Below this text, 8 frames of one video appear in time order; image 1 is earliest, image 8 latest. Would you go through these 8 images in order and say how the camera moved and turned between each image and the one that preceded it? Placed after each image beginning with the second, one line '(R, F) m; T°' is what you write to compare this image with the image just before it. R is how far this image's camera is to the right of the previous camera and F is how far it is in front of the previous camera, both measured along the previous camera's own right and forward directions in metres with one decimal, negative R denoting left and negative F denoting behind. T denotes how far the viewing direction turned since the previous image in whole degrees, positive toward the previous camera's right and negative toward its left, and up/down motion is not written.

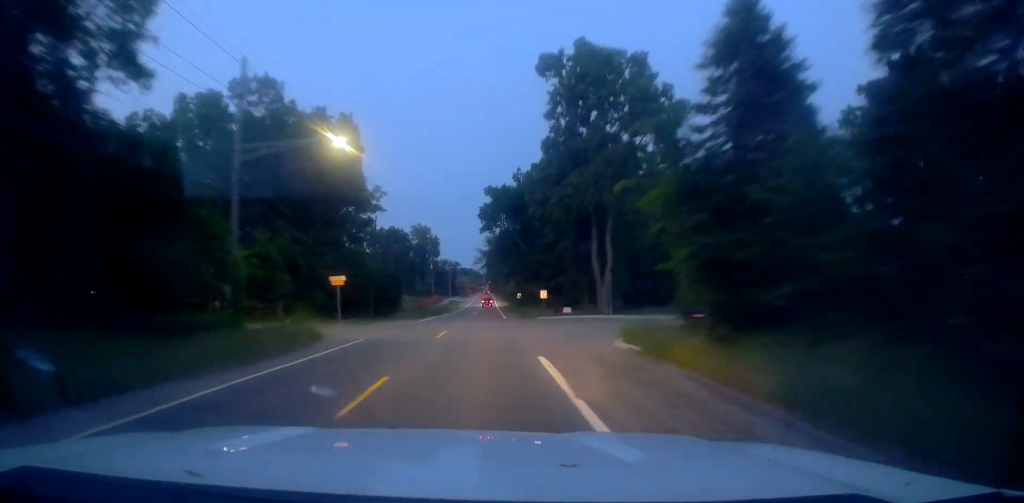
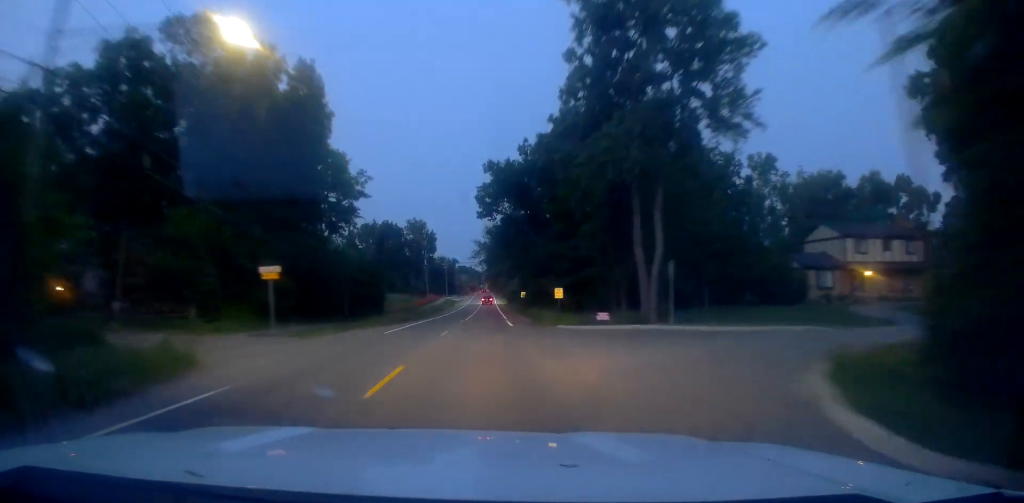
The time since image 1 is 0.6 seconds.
(+0.2, +13.4) m; 0°
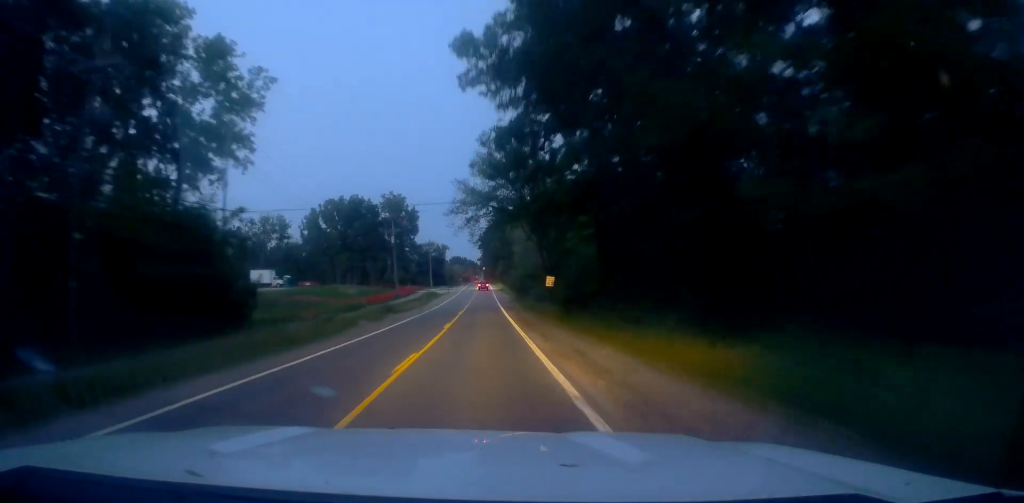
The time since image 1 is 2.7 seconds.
(-1.3, +44.1) m; -2°
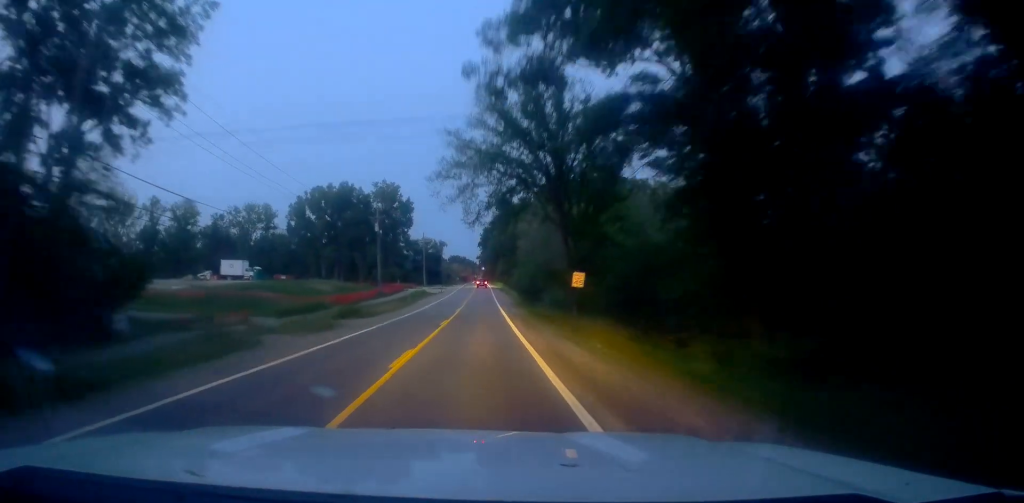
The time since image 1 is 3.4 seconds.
(+0.1, +14.5) m; +1°
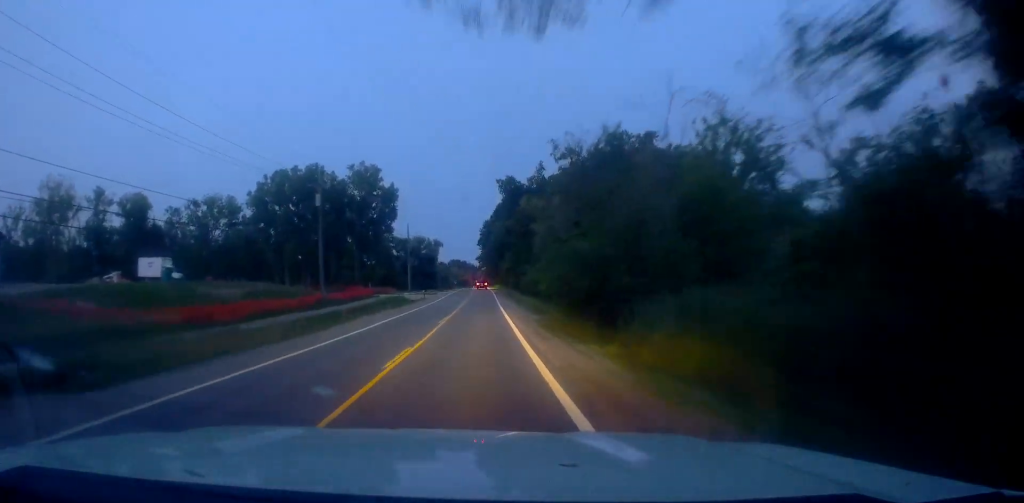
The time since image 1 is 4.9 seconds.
(+0.5, +29.9) m; +1°
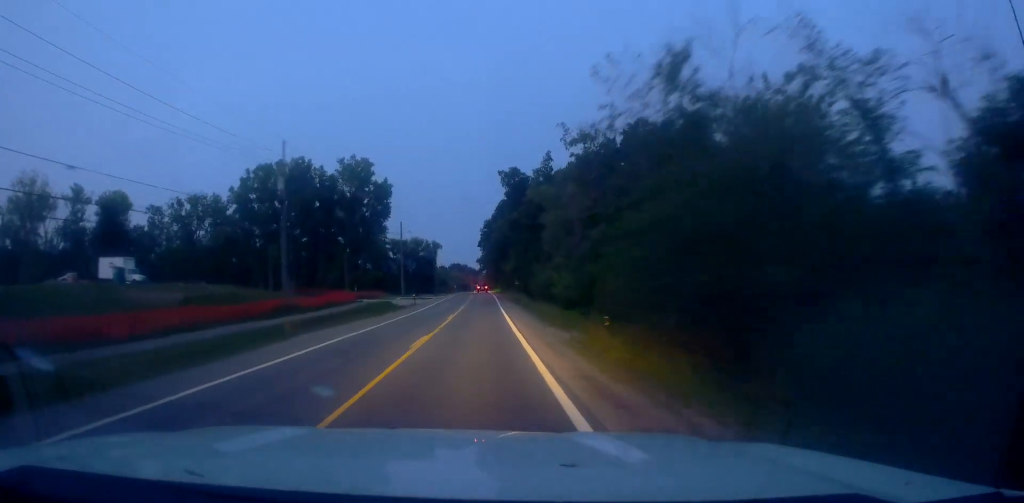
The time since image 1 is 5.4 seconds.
(0.0, +10.6) m; 0°
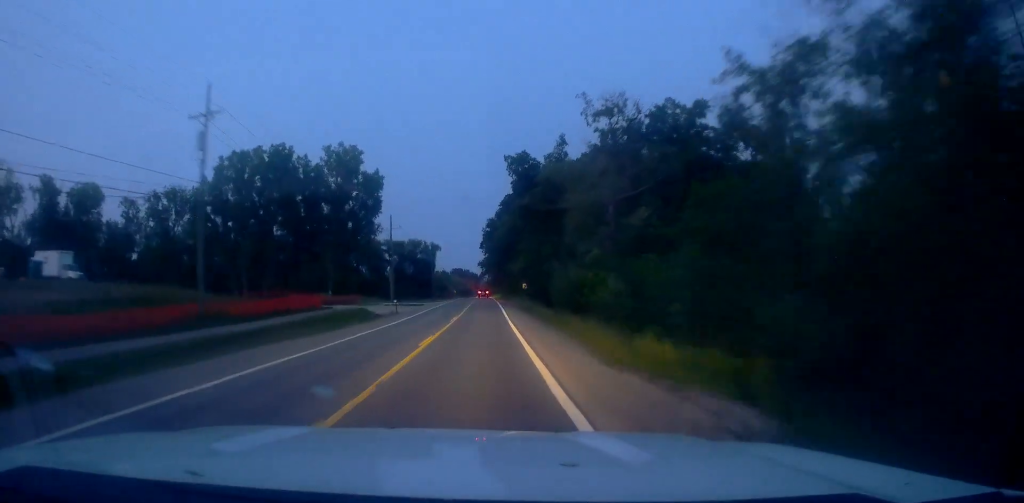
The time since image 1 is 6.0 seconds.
(+0.3, +14.2) m; -1°
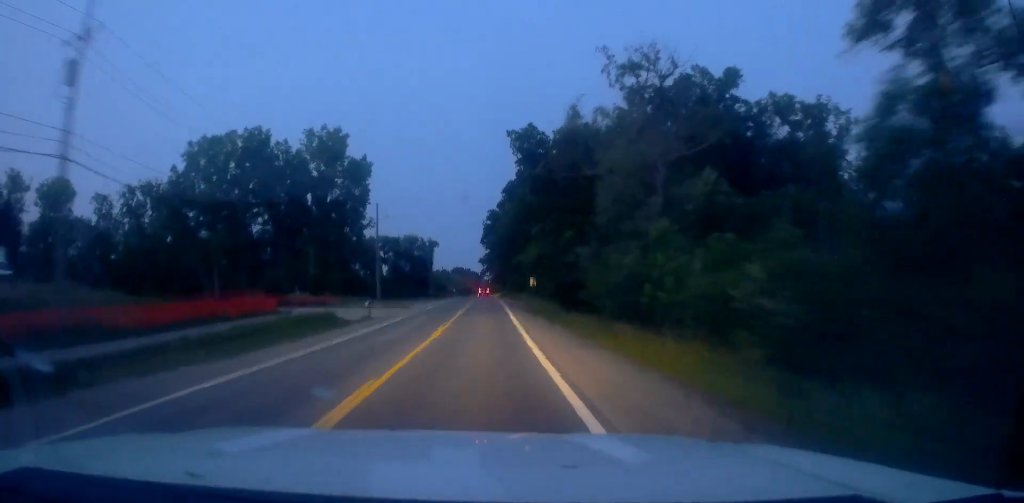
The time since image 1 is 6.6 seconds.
(-0.3, +12.0) m; -1°
